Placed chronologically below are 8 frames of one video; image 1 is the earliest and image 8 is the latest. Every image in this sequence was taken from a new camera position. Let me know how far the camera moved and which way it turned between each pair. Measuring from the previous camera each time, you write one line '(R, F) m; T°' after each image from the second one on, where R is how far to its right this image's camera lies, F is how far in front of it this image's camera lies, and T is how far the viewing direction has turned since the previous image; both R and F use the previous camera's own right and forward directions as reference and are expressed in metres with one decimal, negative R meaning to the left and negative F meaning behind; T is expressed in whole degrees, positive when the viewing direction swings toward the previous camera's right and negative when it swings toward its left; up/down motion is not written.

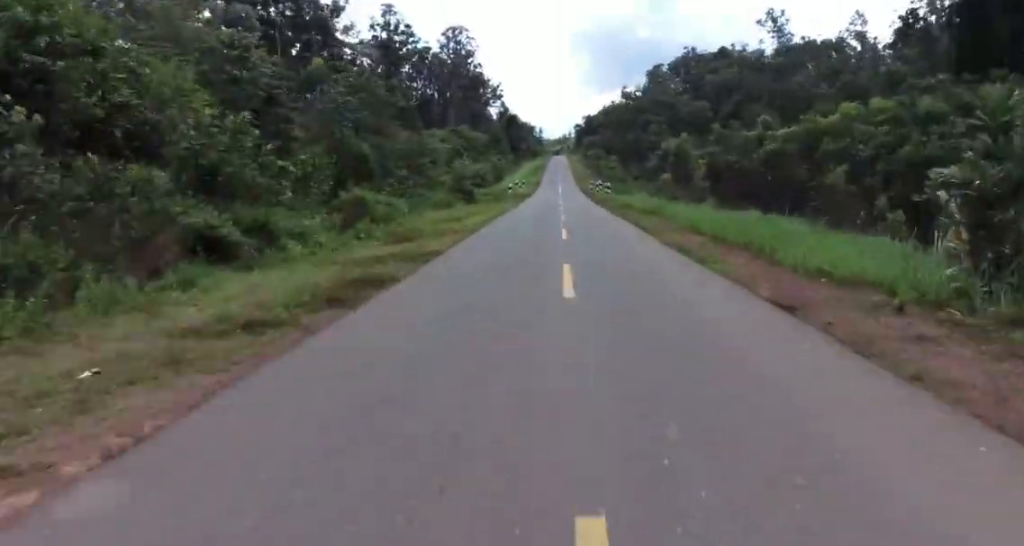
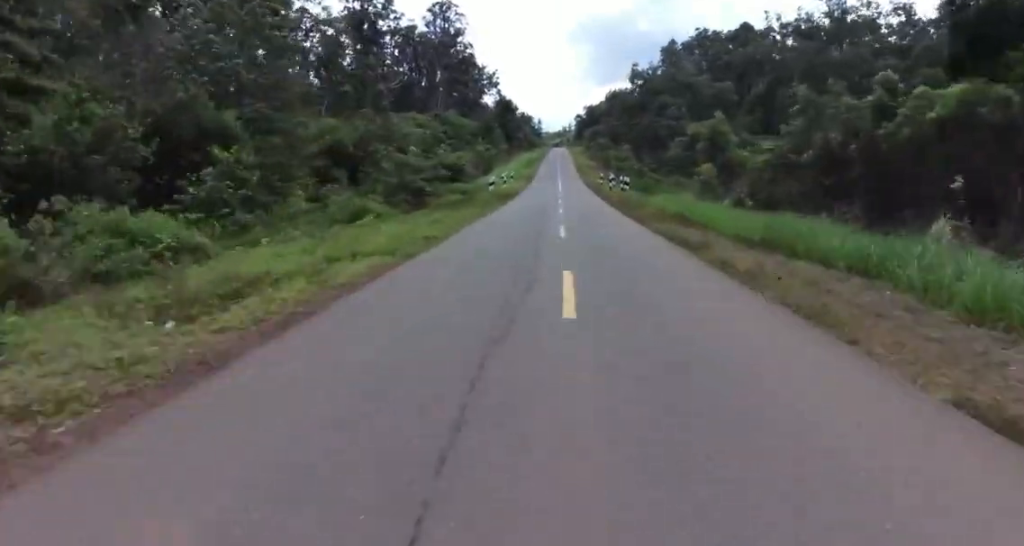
(+0.8, +18.5) m; +1°
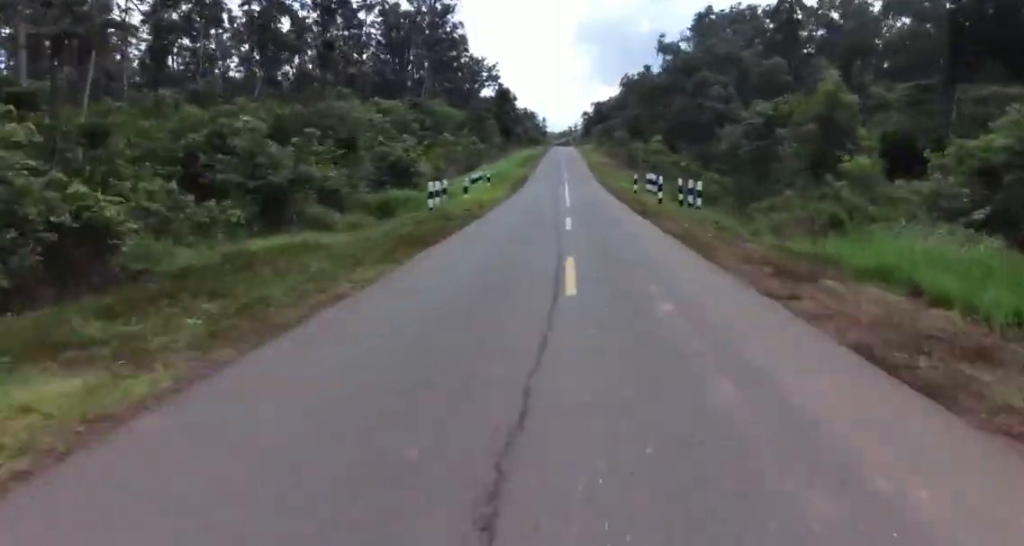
(-0.4, +23.0) m; -1°
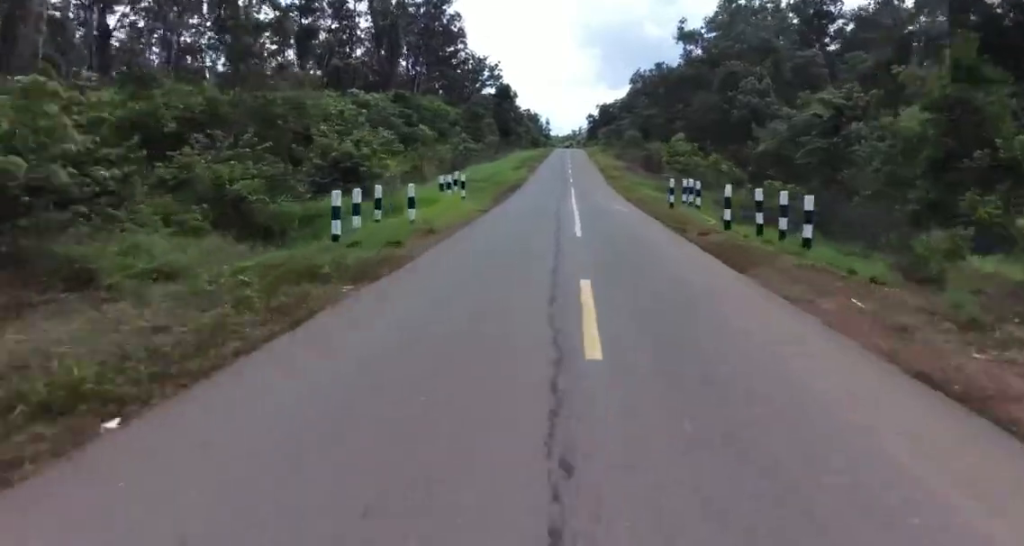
(0.0, +10.6) m; 0°
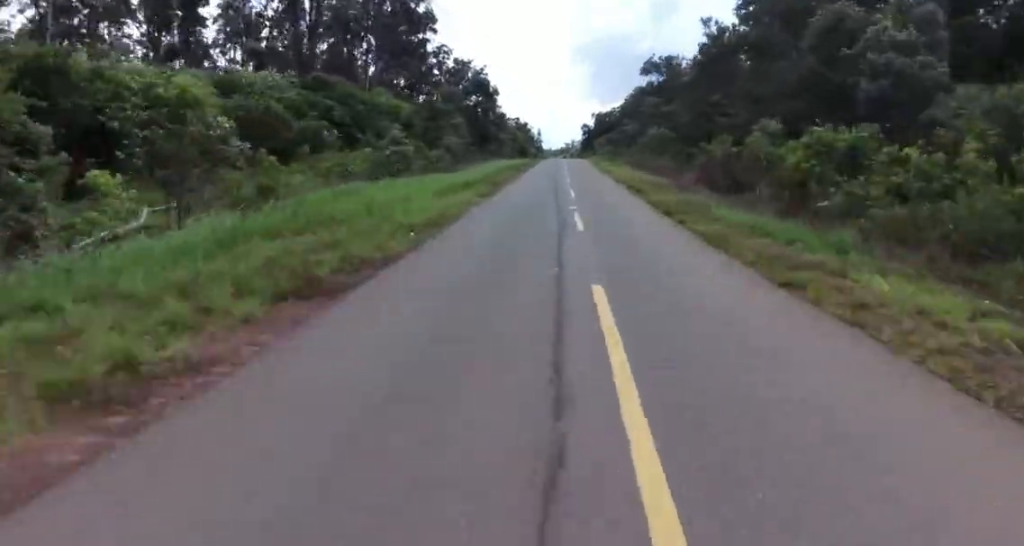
(+0.1, +25.7) m; +1°
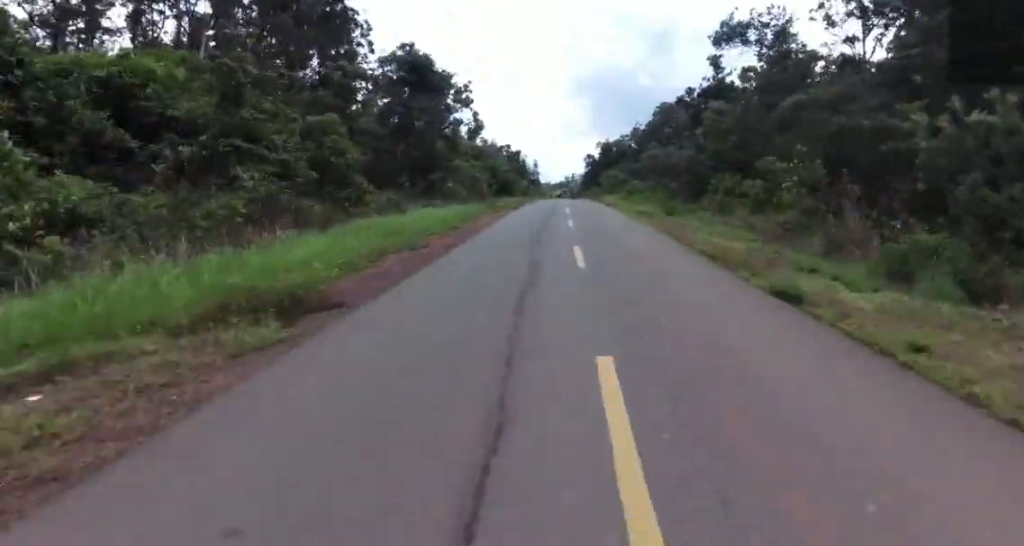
(+0.6, +41.9) m; +1°
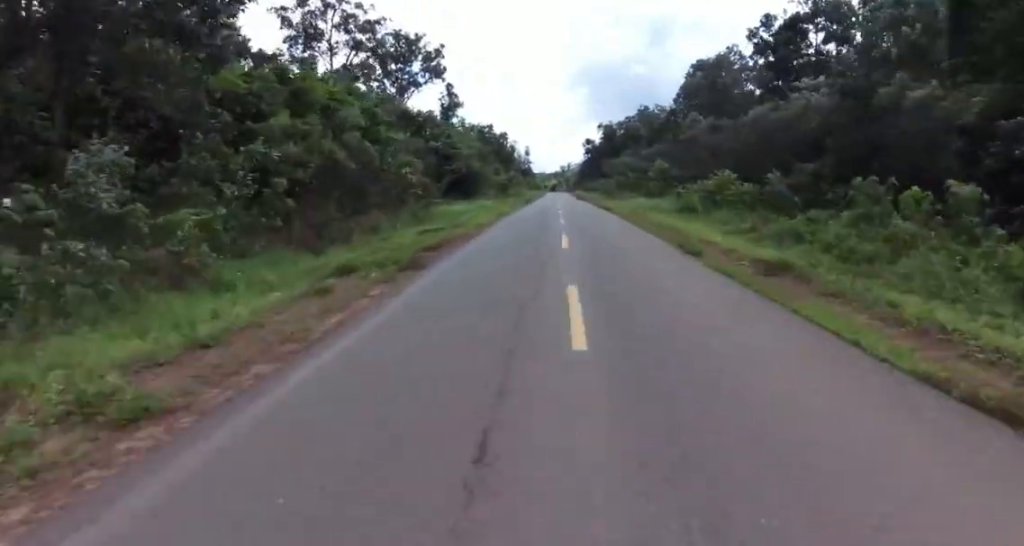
(0.0, +36.1) m; -1°
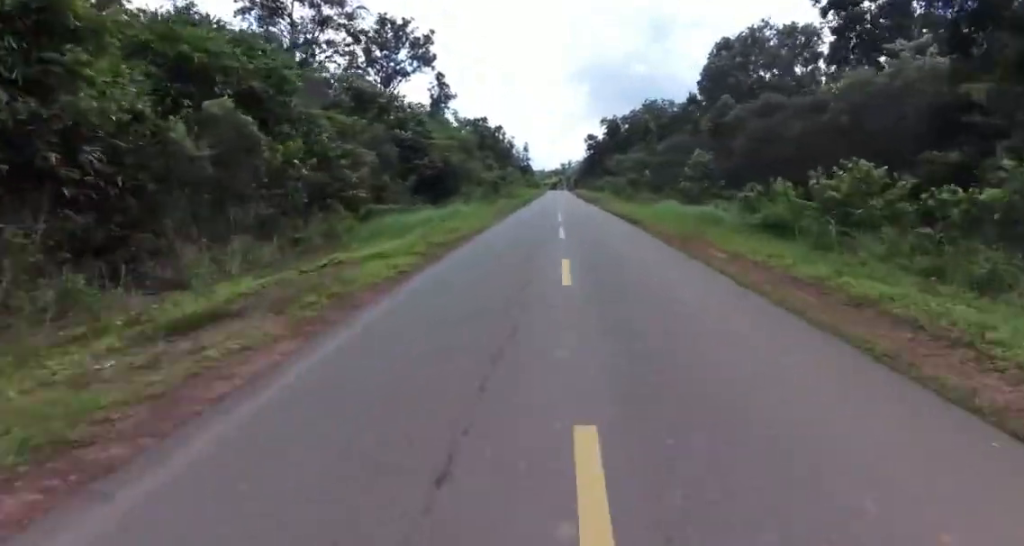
(+0.2, +13.7) m; -2°
